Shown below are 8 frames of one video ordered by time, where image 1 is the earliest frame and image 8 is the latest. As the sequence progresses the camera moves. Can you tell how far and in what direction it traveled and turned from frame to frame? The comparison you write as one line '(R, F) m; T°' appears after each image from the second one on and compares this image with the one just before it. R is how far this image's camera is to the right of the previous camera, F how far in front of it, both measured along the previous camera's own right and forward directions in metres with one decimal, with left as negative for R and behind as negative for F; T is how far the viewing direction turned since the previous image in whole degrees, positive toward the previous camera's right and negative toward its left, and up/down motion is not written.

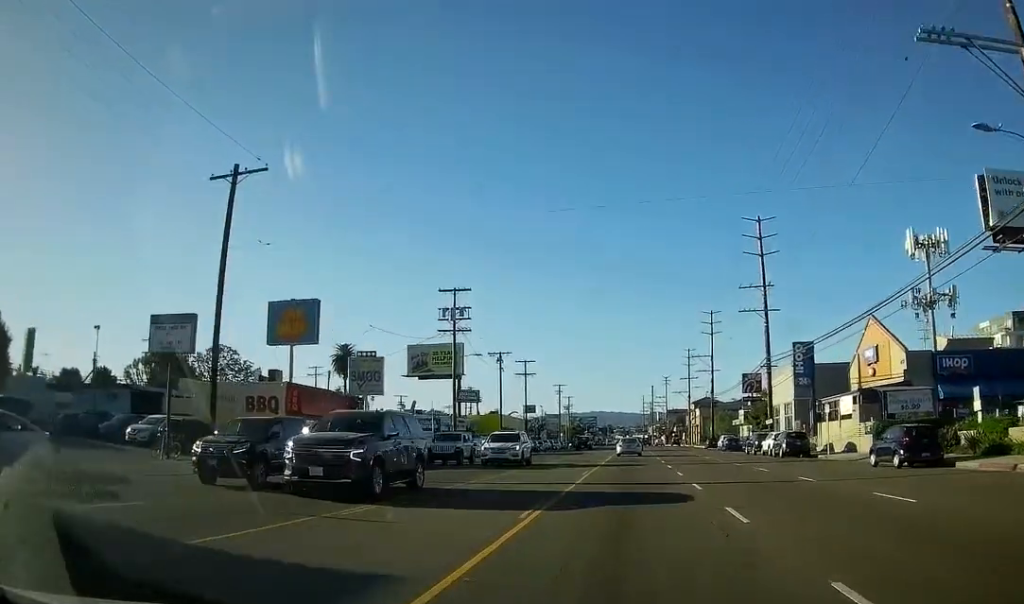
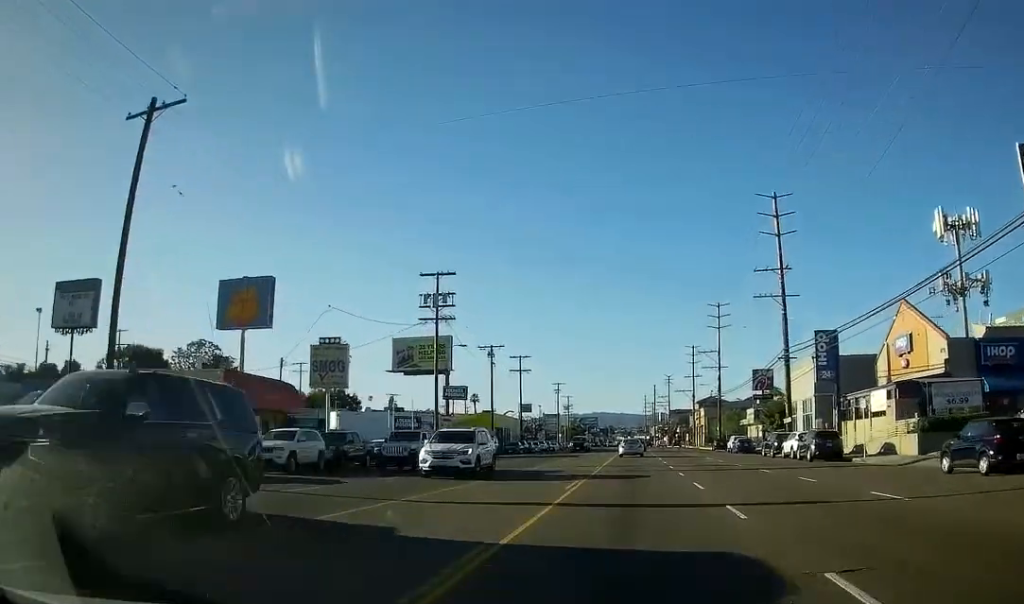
(0.0, +6.9) m; +1°
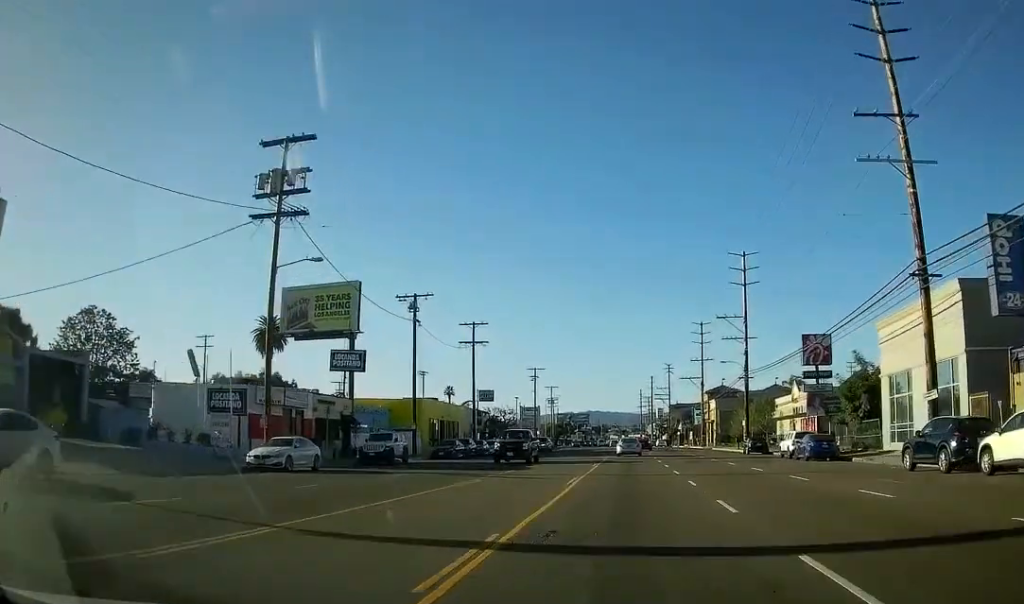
(+0.4, +28.3) m; 0°
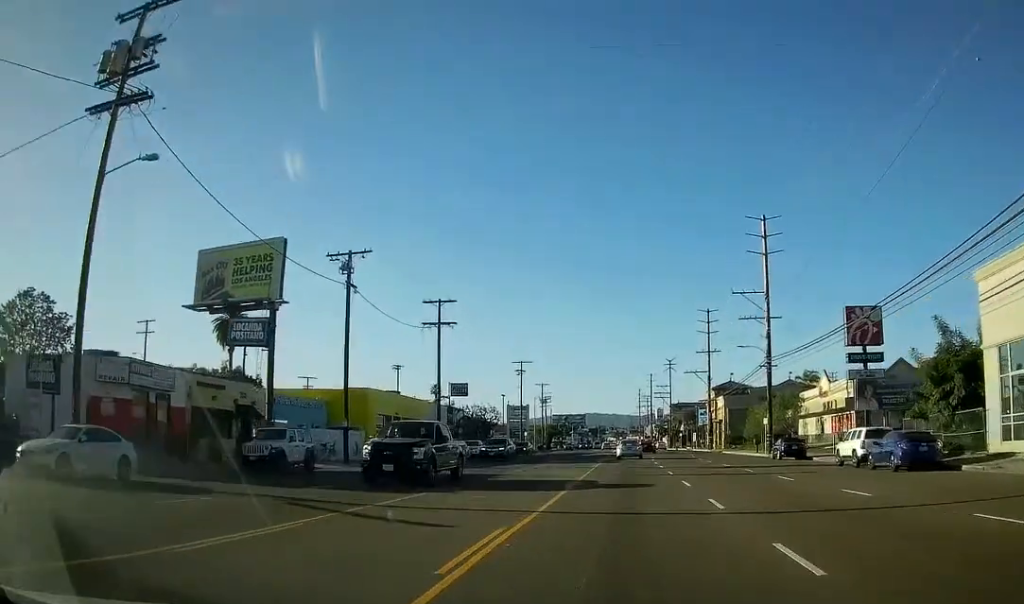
(-0.2, +12.9) m; 0°
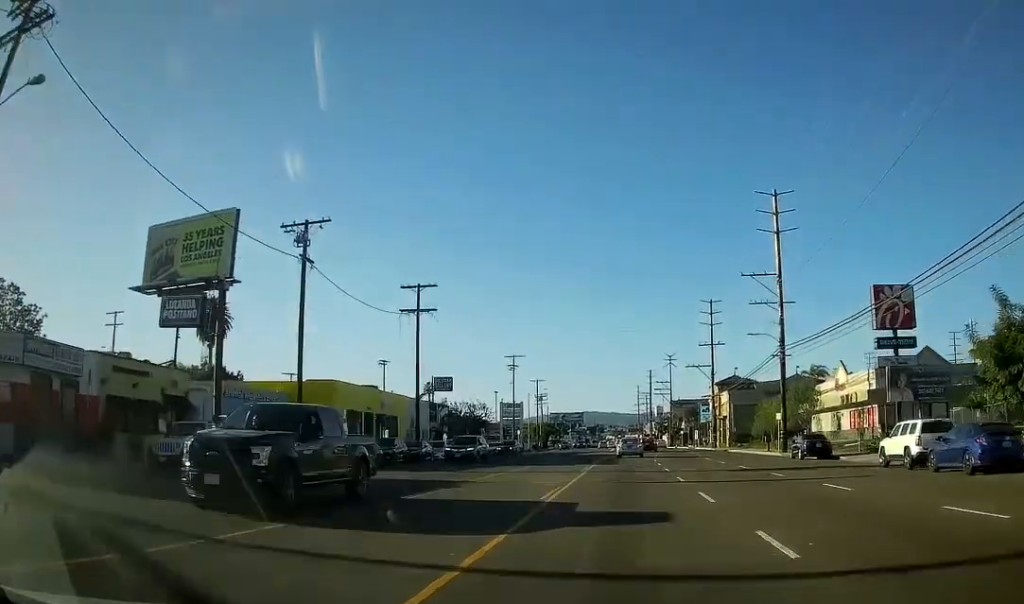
(-0.1, +6.4) m; +1°
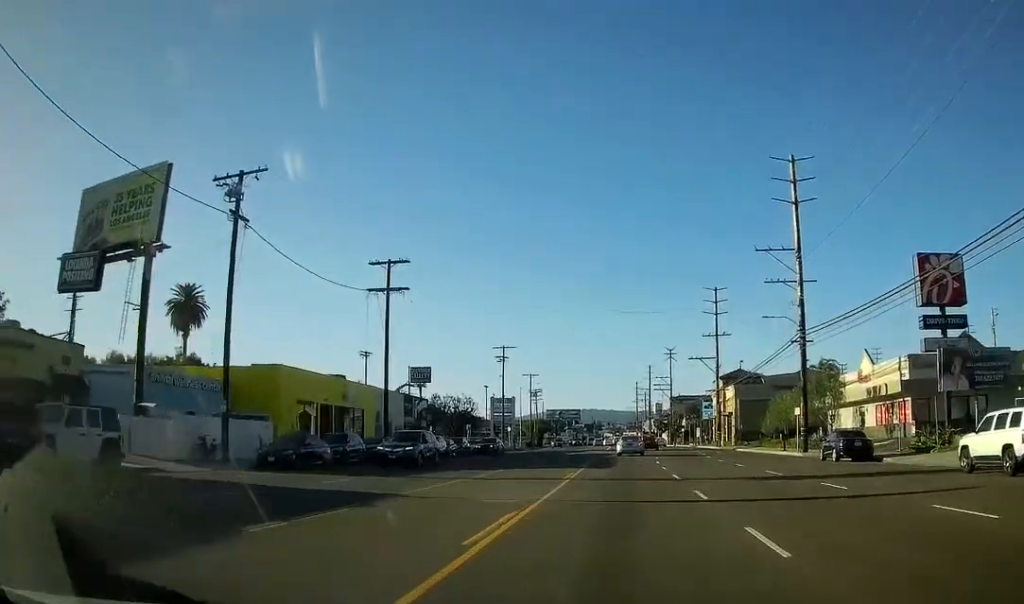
(+0.1, +6.9) m; +1°
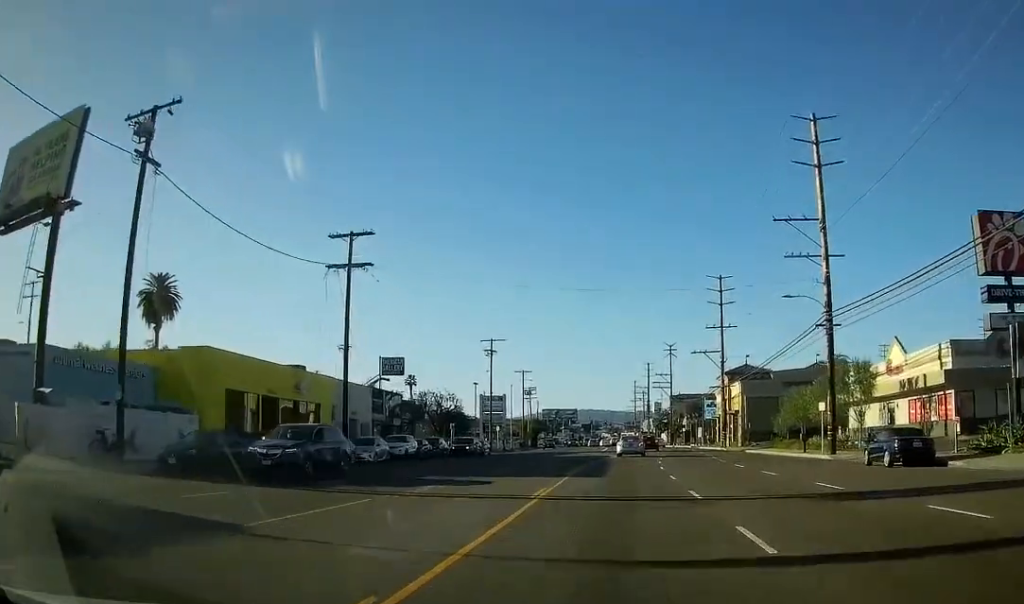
(+0.1, +7.5) m; +1°
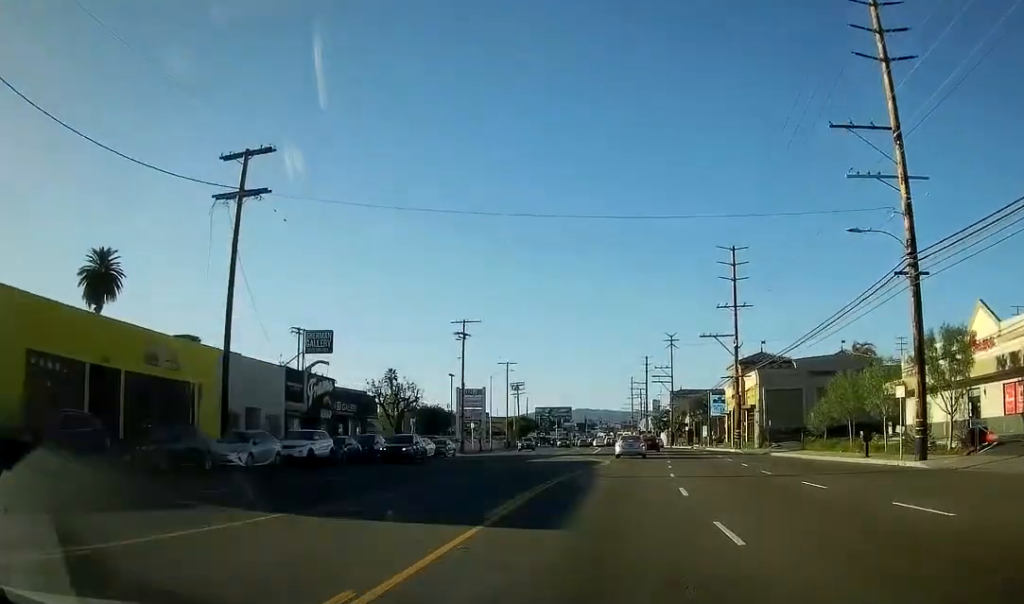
(0.0, +13.9) m; +1°
